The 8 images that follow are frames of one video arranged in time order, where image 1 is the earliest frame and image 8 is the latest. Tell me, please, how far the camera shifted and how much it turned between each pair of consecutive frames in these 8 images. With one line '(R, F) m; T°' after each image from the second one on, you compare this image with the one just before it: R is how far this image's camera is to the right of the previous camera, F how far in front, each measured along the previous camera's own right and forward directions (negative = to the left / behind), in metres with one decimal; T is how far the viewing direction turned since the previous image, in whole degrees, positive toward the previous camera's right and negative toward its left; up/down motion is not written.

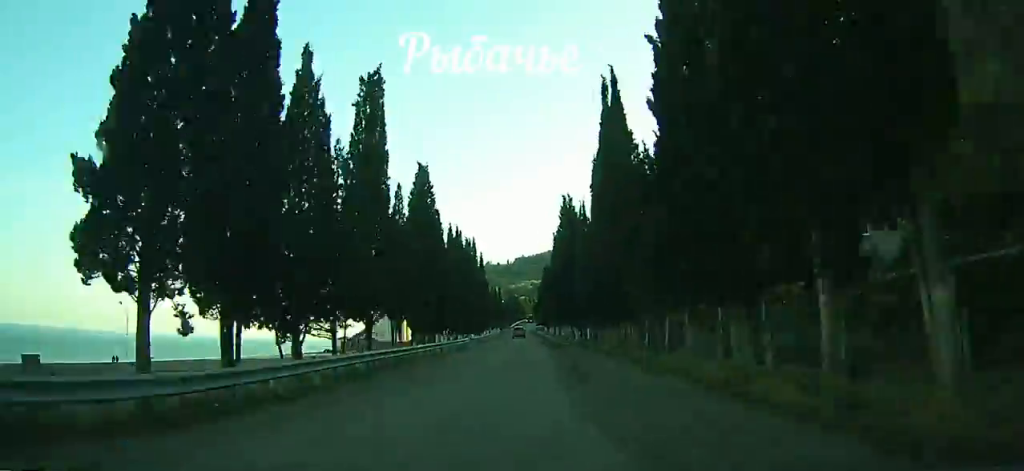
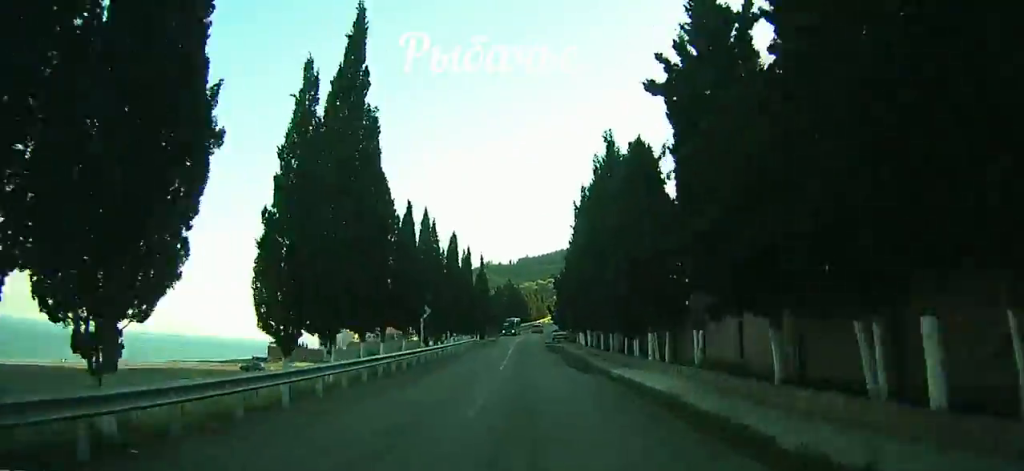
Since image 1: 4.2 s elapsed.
(-0.6, +68.5) m; 0°
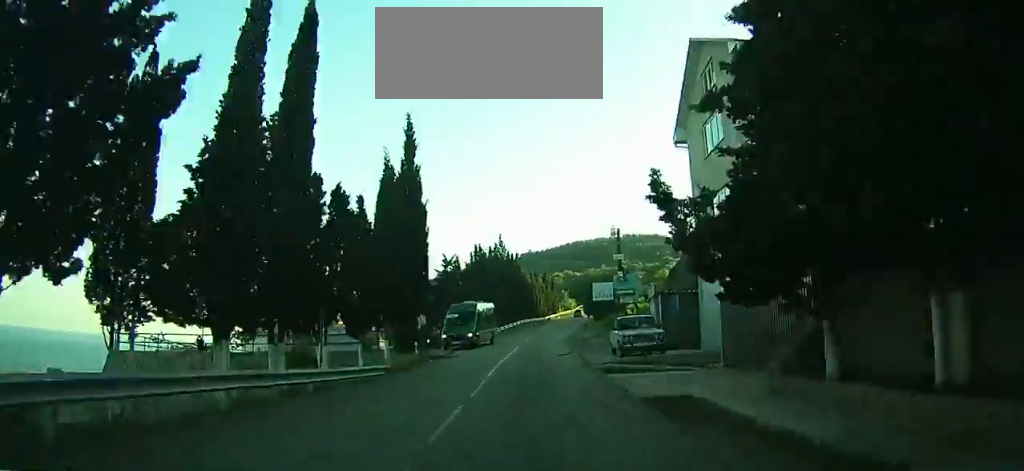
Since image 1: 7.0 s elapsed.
(+0.3, +47.0) m; +2°
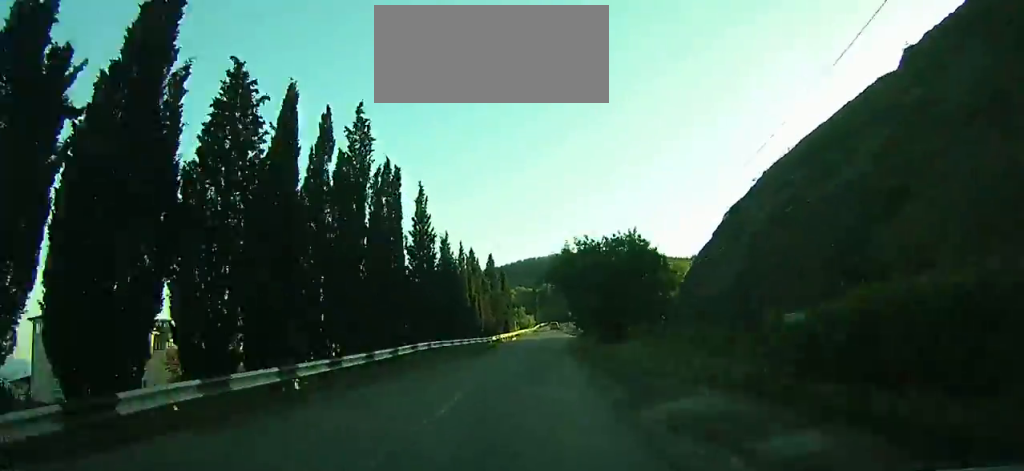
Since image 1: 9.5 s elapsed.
(+1.1, +42.6) m; +3°
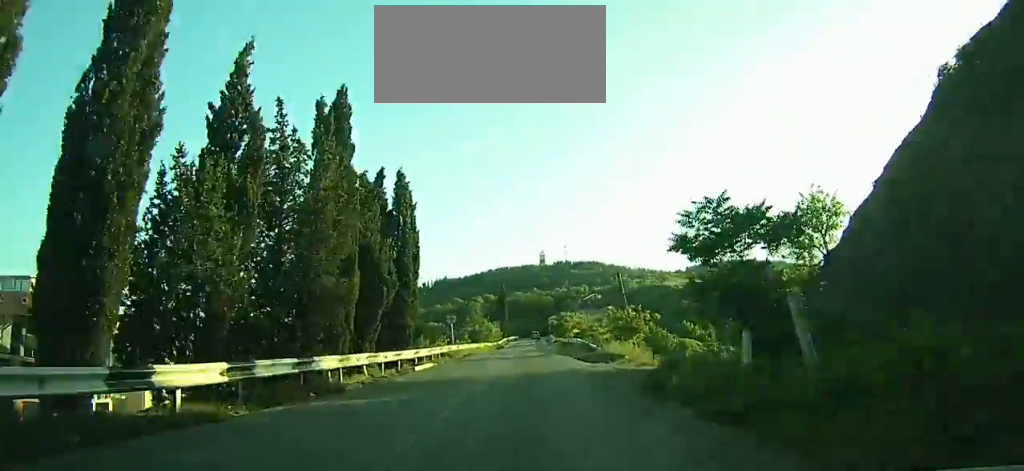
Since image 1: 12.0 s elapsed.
(+1.0, +42.4) m; +2°
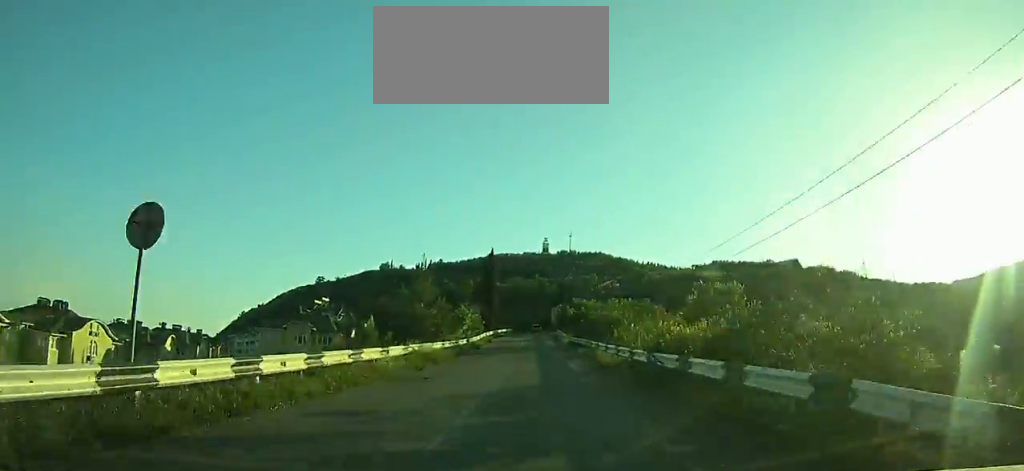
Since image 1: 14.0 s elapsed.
(+0.4, +33.1) m; +1°
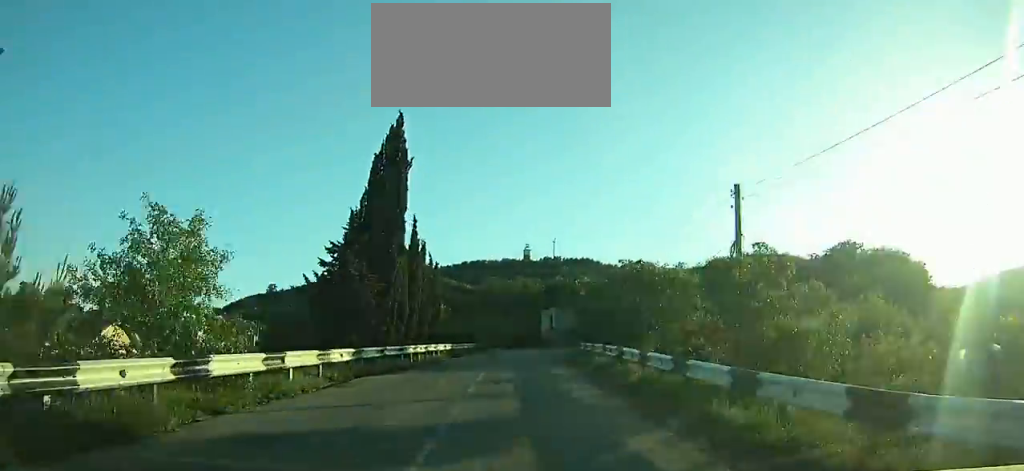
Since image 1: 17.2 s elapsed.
(+0.4, +50.4) m; +1°
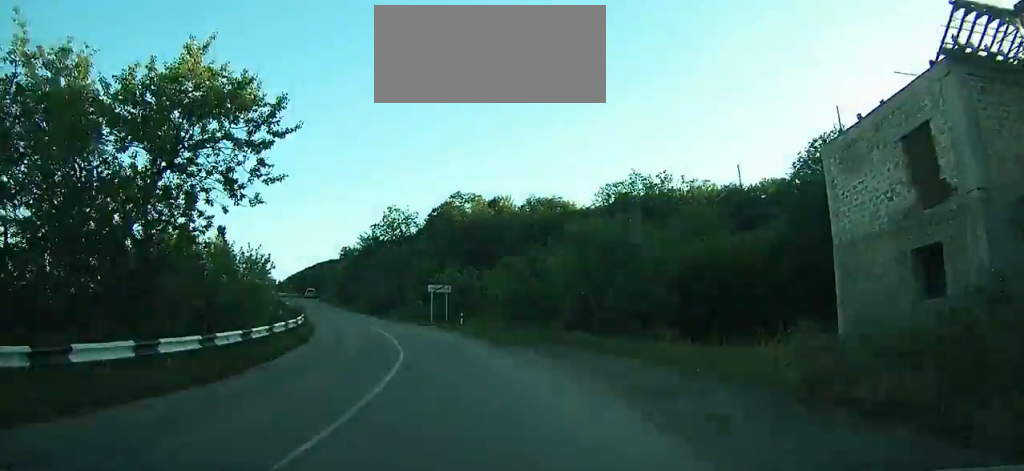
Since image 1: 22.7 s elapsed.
(-2.9, +76.6) m; -13°
